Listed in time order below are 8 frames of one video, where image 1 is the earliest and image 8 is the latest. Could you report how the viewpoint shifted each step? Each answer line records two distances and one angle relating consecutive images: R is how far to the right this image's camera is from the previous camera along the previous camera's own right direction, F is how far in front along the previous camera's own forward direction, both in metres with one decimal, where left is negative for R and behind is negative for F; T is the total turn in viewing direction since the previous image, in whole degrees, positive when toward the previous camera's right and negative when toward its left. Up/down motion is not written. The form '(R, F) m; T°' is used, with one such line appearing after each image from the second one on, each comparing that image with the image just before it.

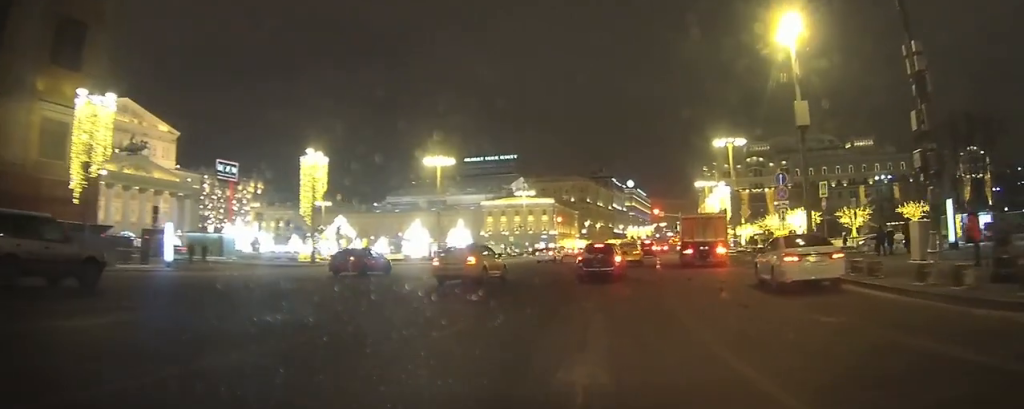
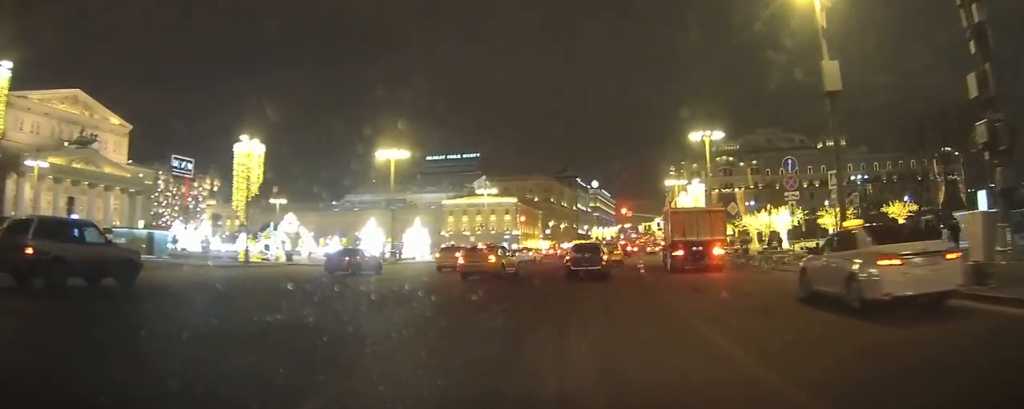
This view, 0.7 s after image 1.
(-0.1, +5.4) m; +1°
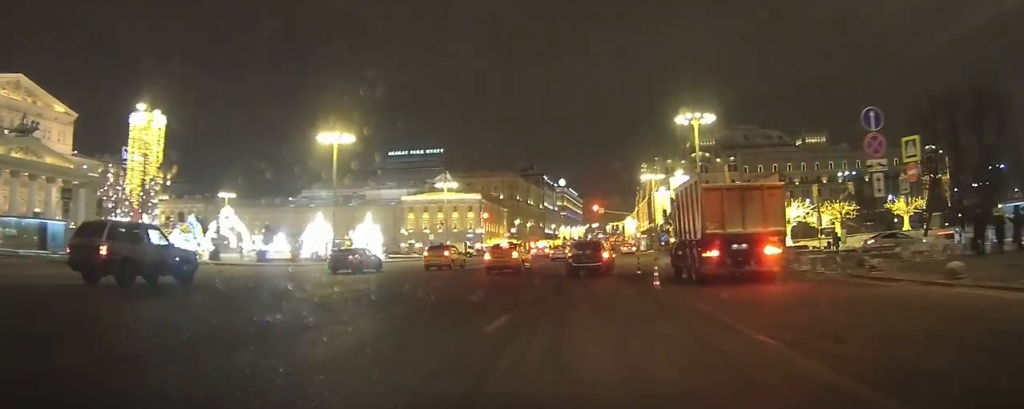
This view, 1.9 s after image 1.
(+0.3, +9.4) m; +3°
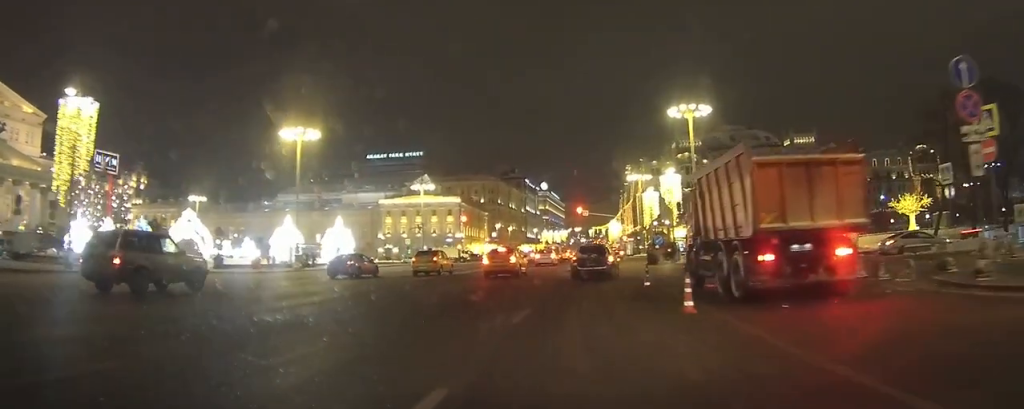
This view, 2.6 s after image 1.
(0.0, +5.4) m; +2°
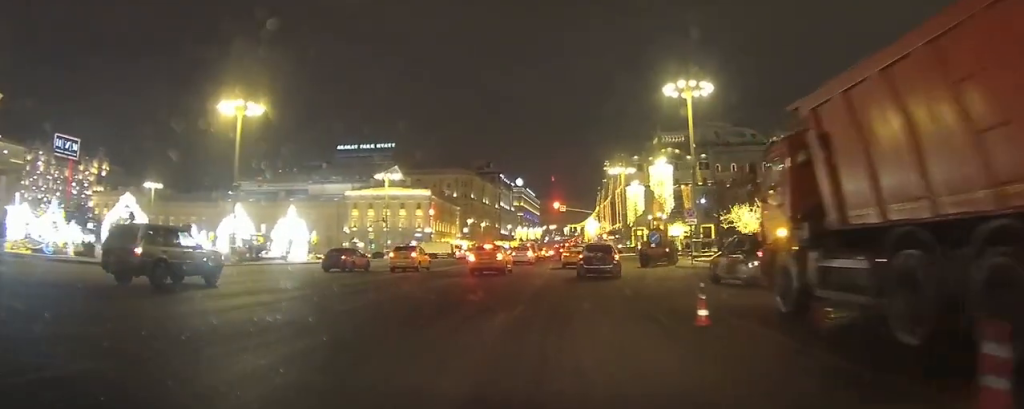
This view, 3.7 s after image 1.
(+0.4, +9.1) m; +4°
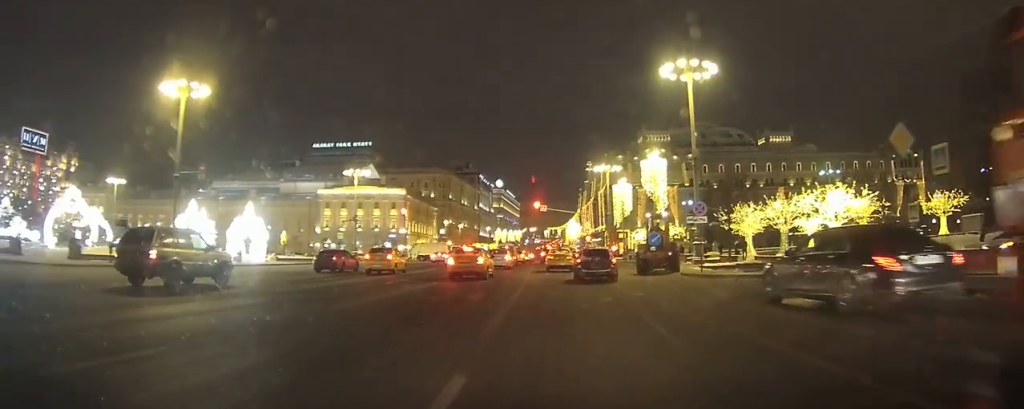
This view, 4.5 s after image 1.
(+0.2, +7.9) m; +1°
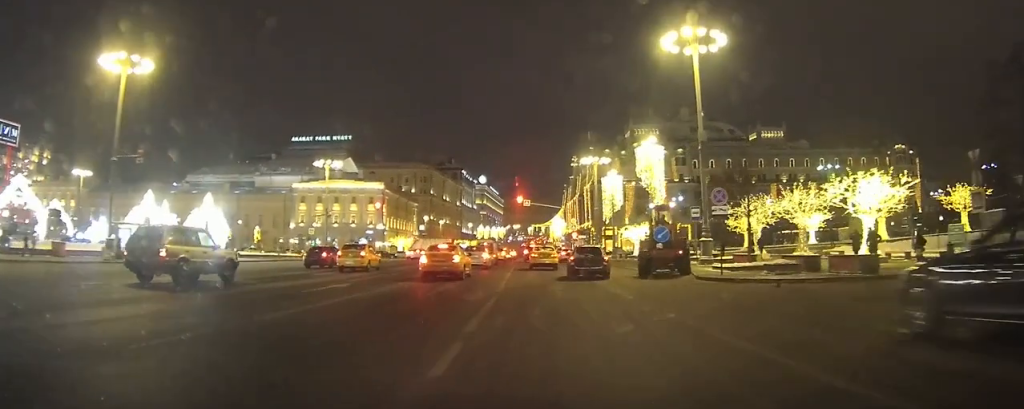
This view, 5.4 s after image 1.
(0.0, +7.8) m; +1°
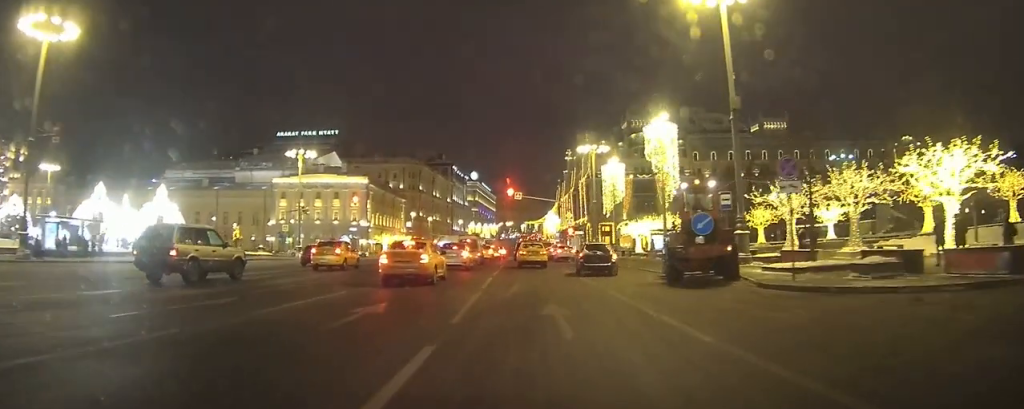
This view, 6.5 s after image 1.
(+0.1, +9.5) m; +1°
